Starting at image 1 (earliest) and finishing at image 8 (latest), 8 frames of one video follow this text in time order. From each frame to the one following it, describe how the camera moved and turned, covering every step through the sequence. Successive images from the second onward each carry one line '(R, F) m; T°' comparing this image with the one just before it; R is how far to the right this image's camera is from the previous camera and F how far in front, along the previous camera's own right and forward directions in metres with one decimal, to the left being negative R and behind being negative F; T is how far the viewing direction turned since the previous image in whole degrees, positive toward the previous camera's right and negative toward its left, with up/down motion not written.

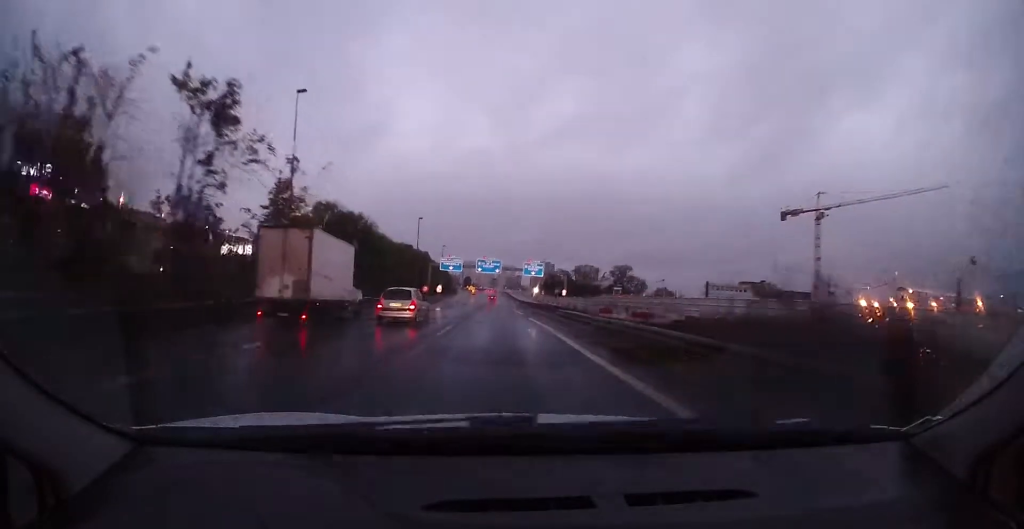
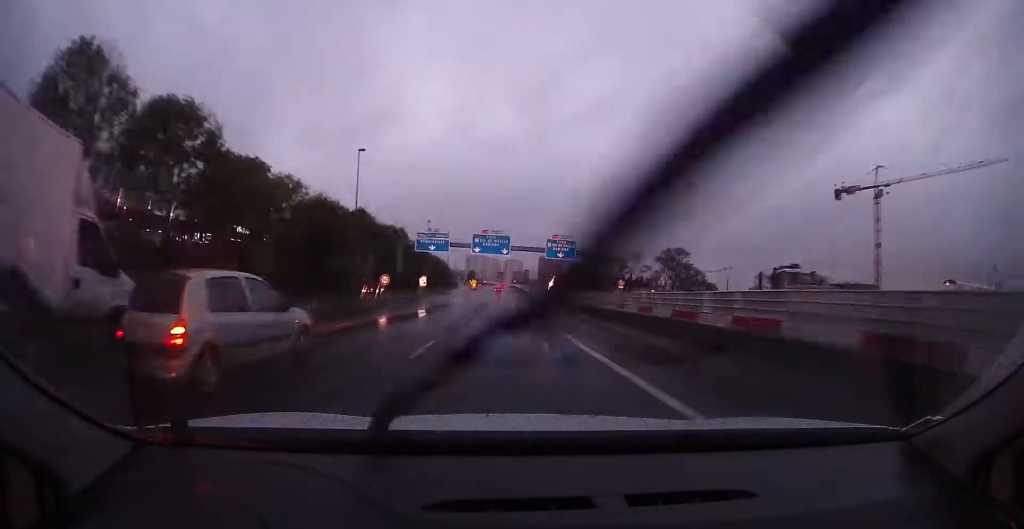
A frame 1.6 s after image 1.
(+0.1, +29.3) m; -1°
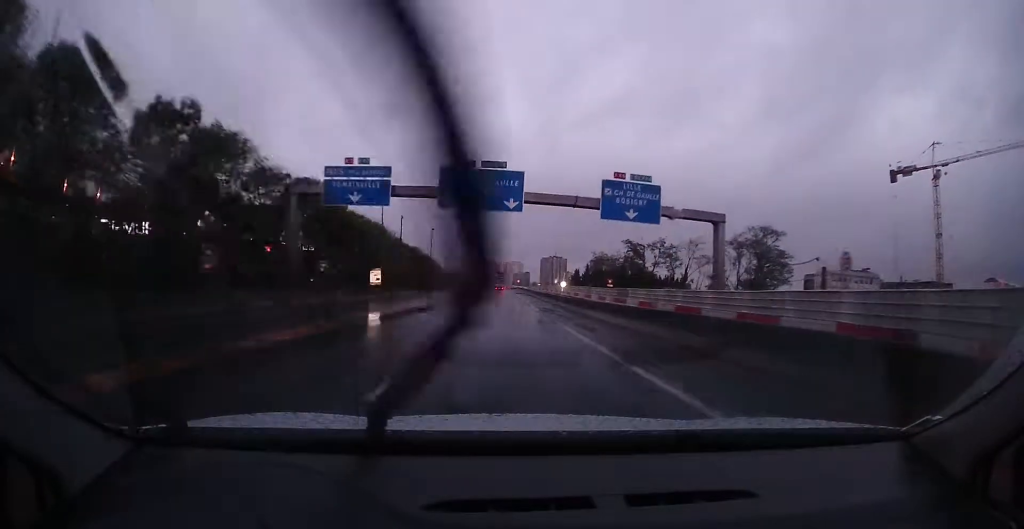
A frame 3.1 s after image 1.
(-0.2, +28.6) m; -1°
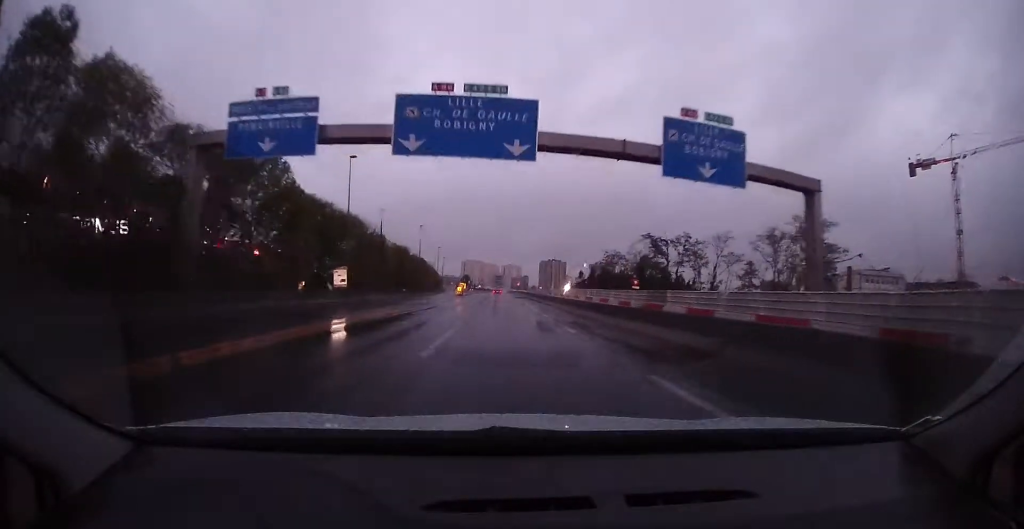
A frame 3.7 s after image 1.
(-0.2, +9.9) m; 0°
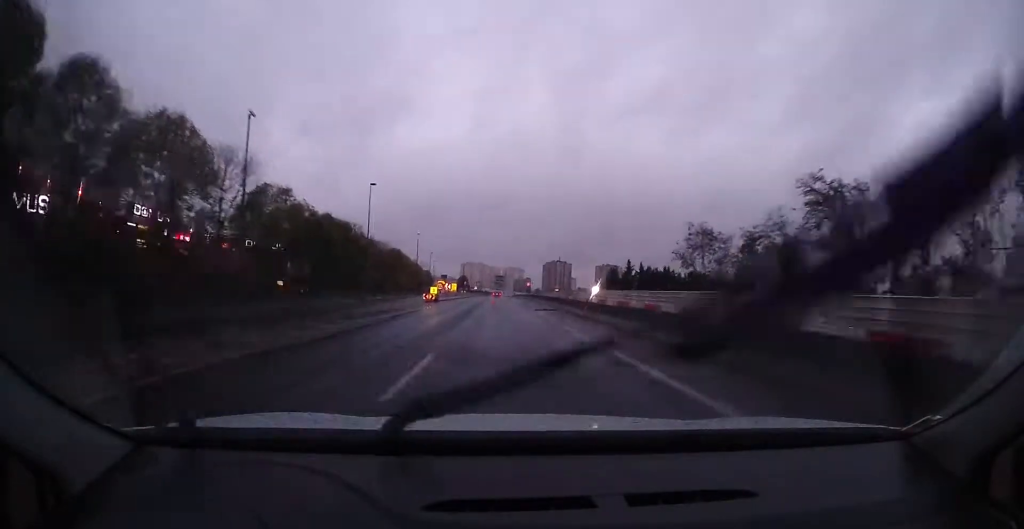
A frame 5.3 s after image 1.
(+0.2, +30.5) m; +1°
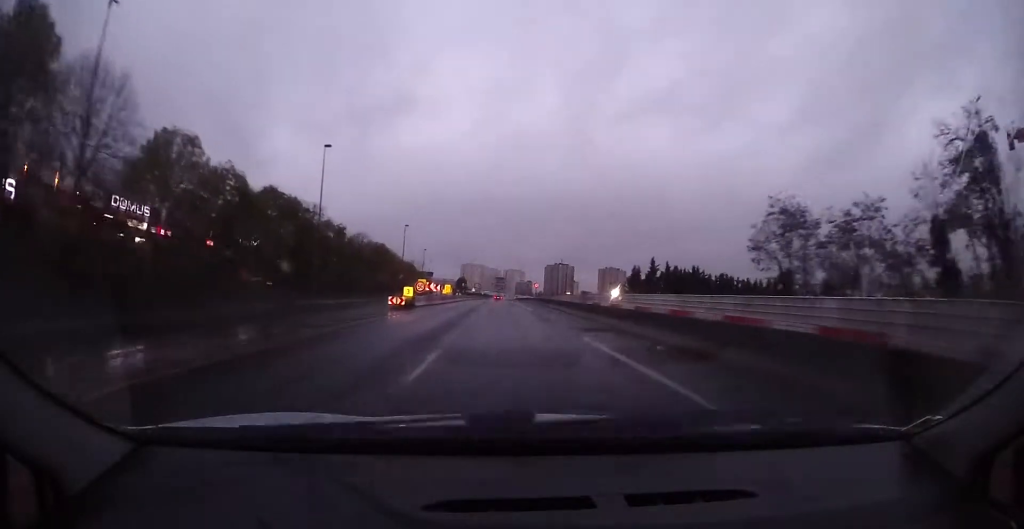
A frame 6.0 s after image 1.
(0.0, +12.8) m; +1°
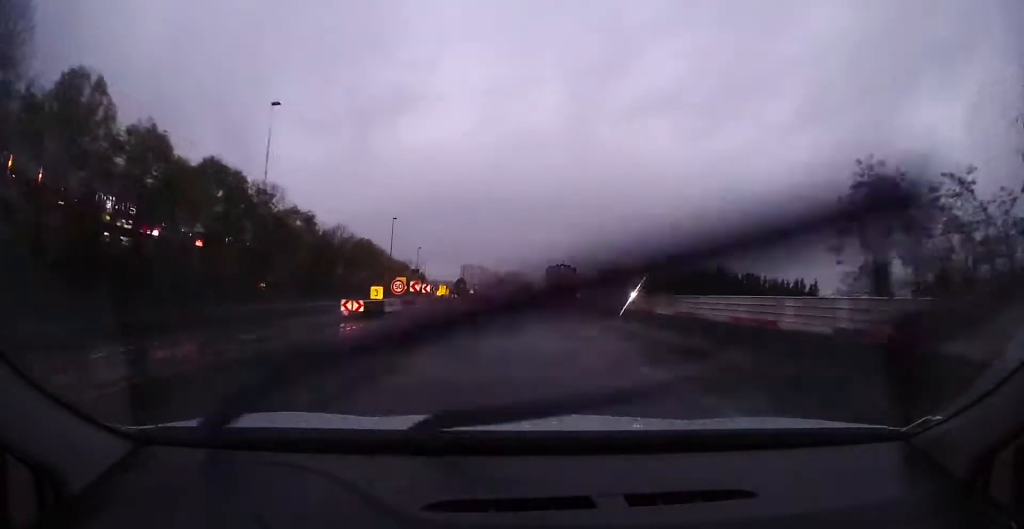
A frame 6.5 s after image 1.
(+0.2, +8.5) m; 0°
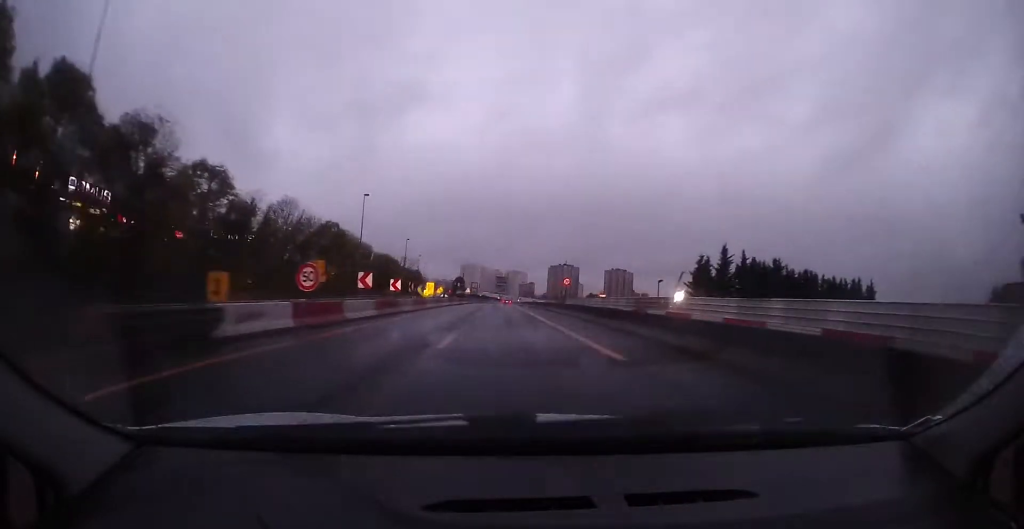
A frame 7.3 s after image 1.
(-0.1, +14.6) m; -1°
